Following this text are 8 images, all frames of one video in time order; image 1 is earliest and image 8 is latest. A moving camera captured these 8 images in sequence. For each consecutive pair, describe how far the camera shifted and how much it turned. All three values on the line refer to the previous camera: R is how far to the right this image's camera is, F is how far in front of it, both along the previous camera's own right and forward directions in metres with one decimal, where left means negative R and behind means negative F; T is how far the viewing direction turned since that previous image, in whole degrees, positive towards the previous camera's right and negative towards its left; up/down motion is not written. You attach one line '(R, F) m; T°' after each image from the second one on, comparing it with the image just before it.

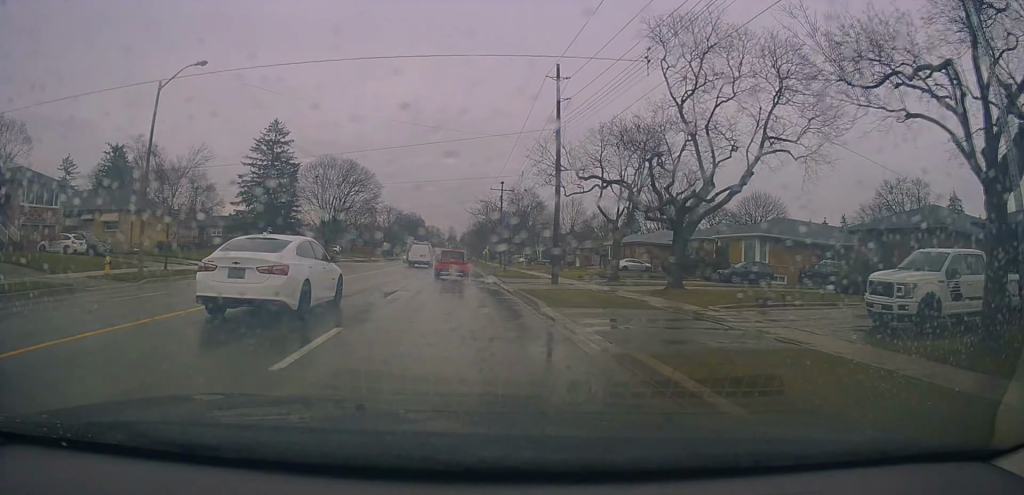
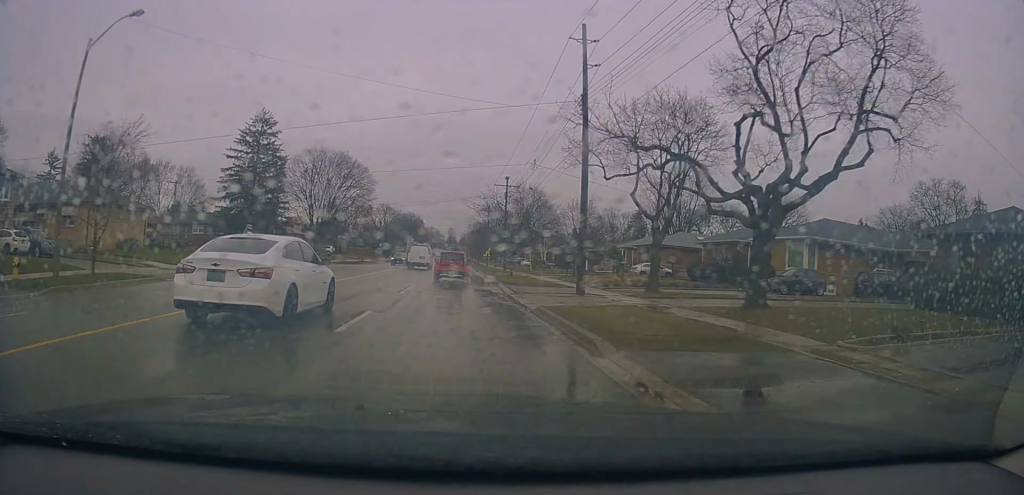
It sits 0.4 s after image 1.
(-0.1, +5.6) m; +1°
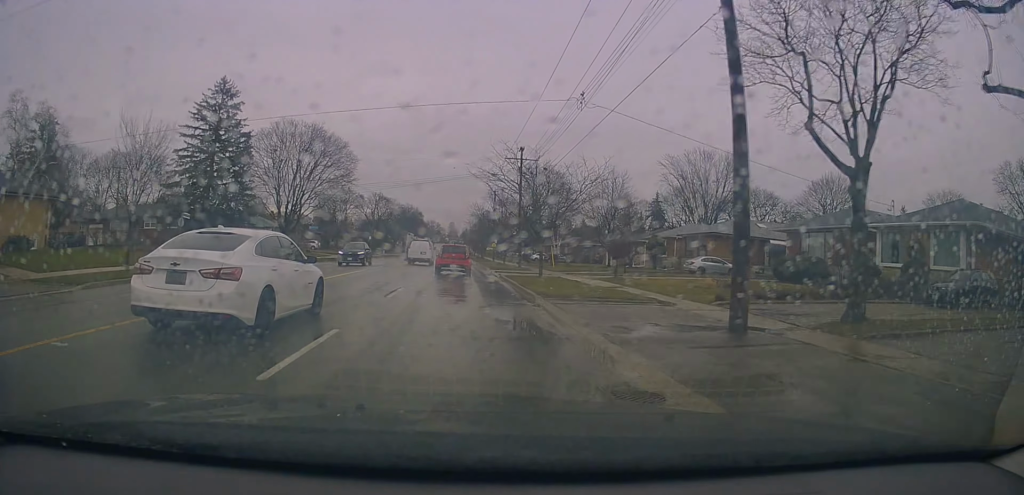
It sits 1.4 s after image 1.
(+0.4, +13.3) m; +1°
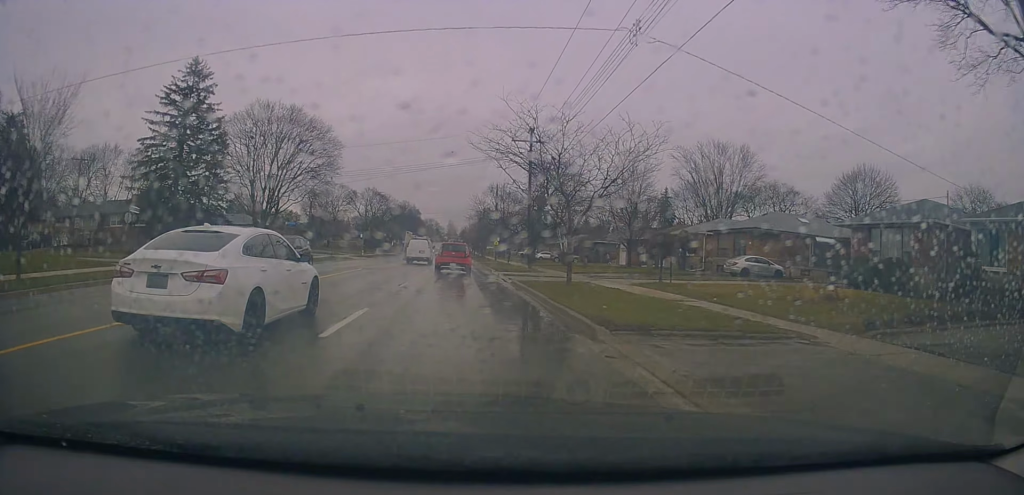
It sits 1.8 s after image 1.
(-0.1, +7.4) m; 0°
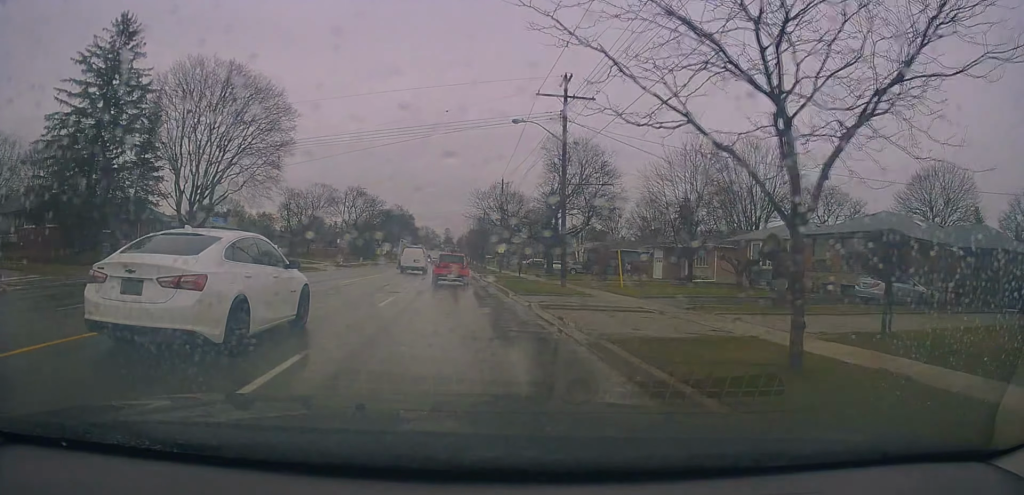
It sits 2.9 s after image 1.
(-0.1, +14.9) m; -1°
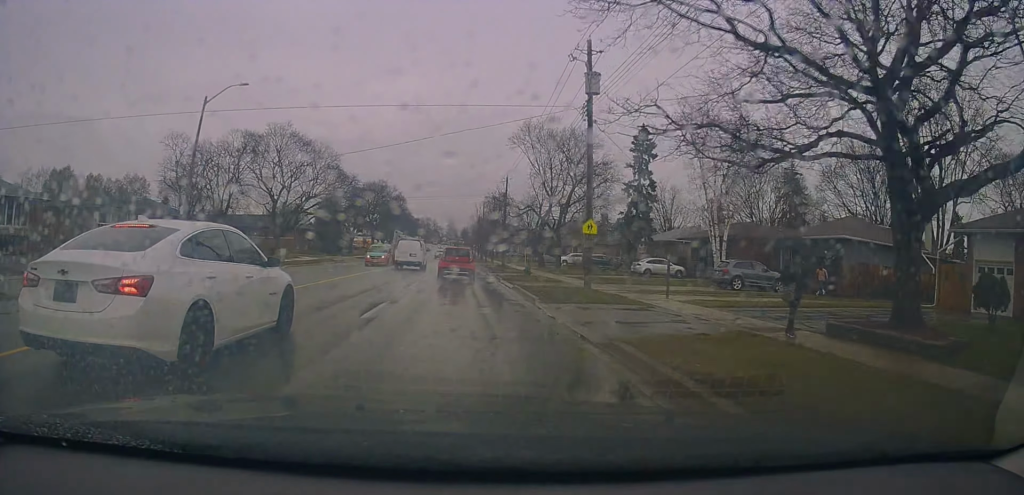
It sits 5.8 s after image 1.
(-0.9, +40.8) m; 0°
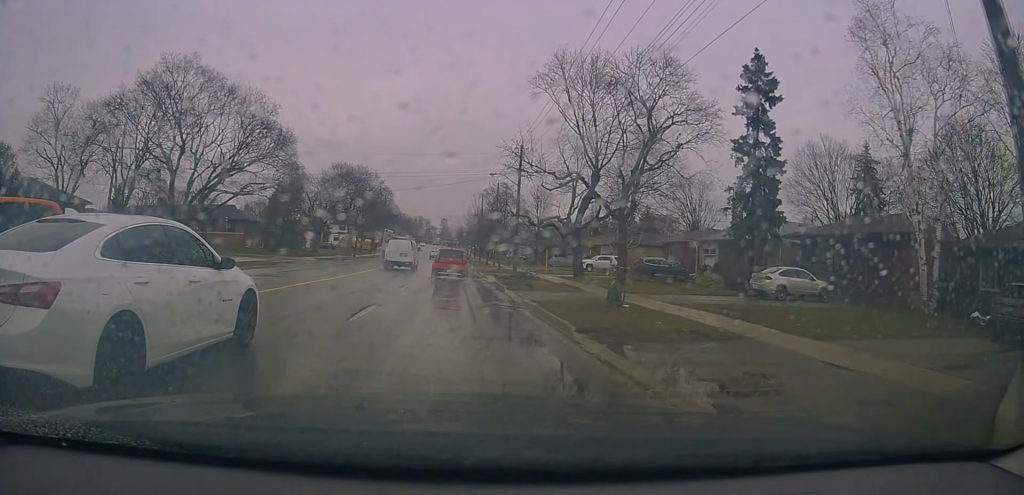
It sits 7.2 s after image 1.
(+0.2, +20.8) m; +1°
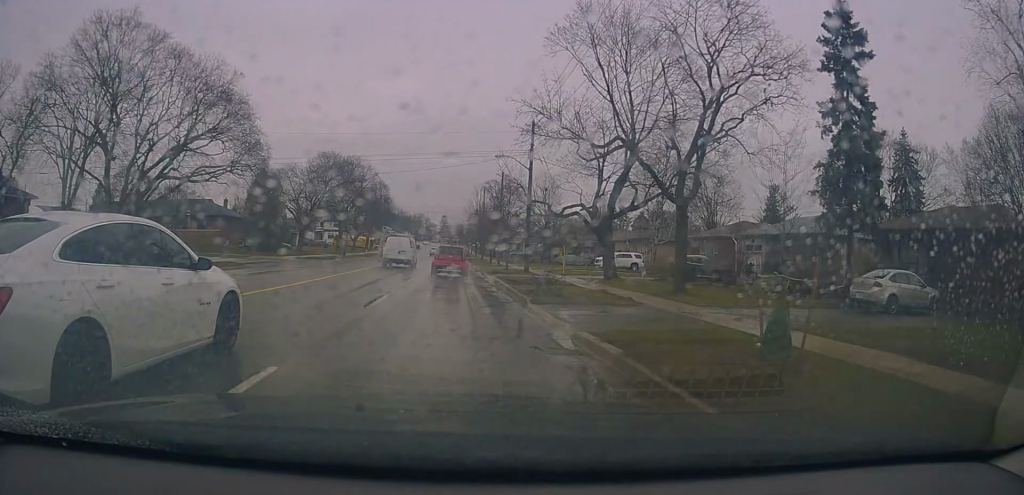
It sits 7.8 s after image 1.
(+0.1, +6.8) m; +1°
